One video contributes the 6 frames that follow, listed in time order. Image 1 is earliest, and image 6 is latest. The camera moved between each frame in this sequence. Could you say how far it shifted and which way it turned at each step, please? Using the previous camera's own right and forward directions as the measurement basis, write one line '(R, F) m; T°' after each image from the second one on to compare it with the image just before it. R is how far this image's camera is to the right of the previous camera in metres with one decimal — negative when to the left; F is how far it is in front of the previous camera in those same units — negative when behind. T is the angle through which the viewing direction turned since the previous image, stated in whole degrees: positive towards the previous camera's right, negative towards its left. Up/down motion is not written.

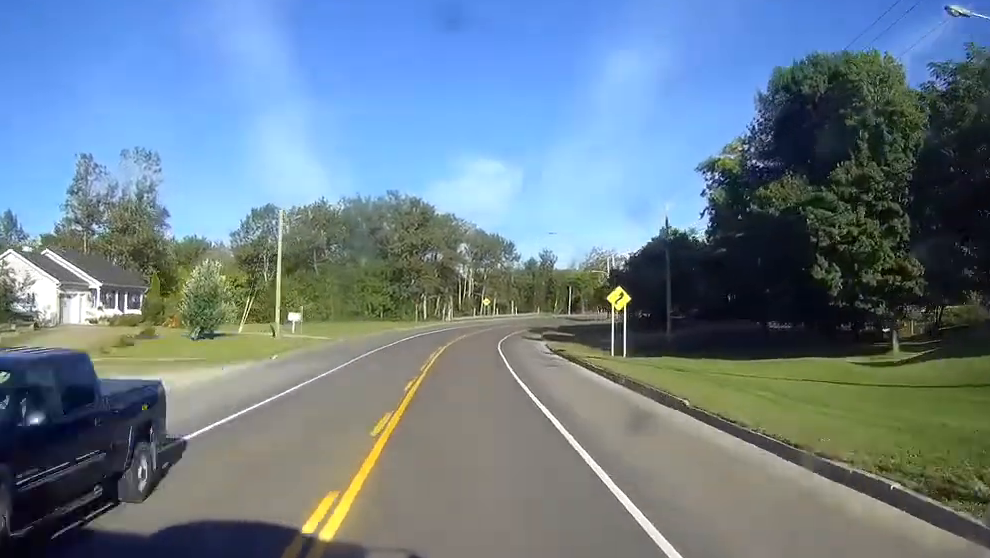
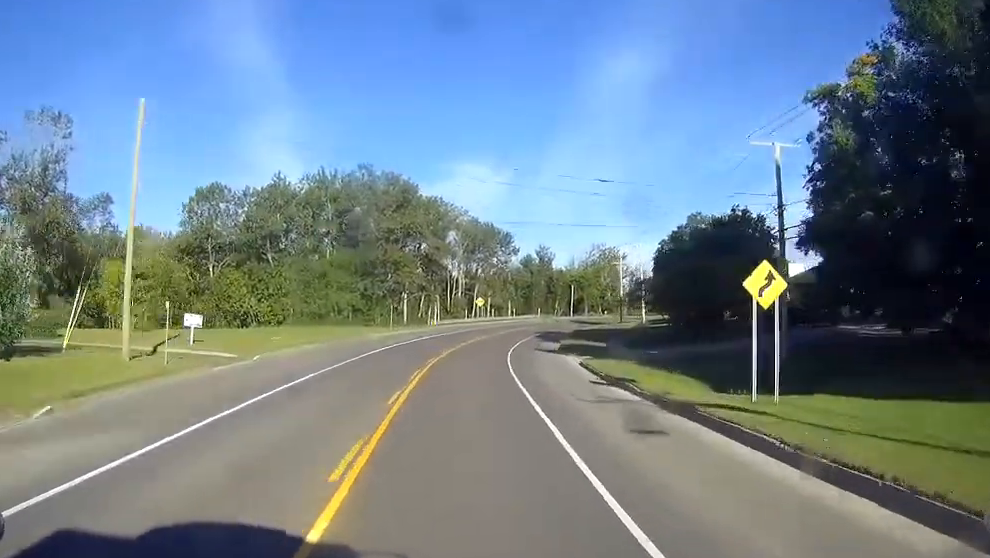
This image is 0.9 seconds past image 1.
(+0.2, +22.3) m; +1°
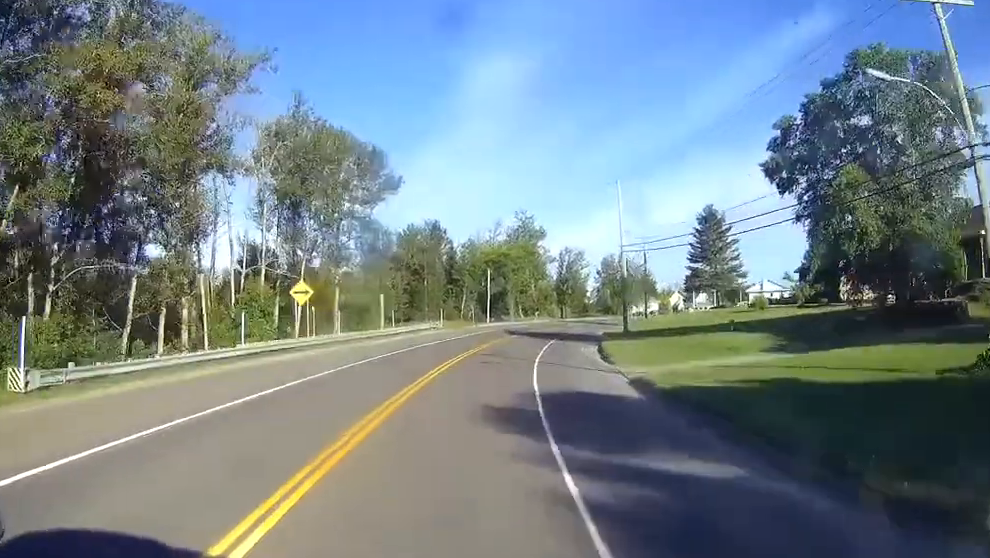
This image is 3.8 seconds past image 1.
(+3.5, +73.9) m; +7°
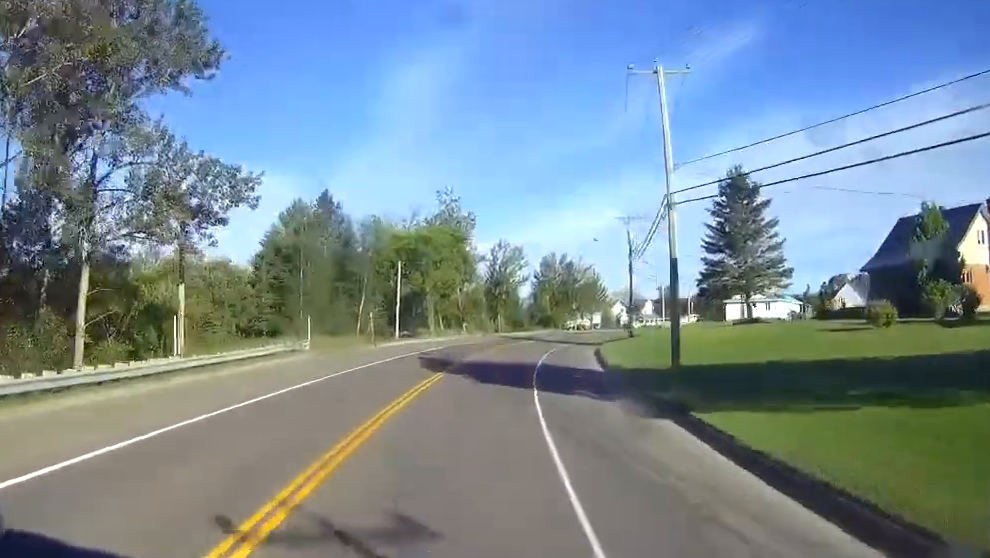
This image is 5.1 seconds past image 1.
(+1.0, +32.7) m; +3°
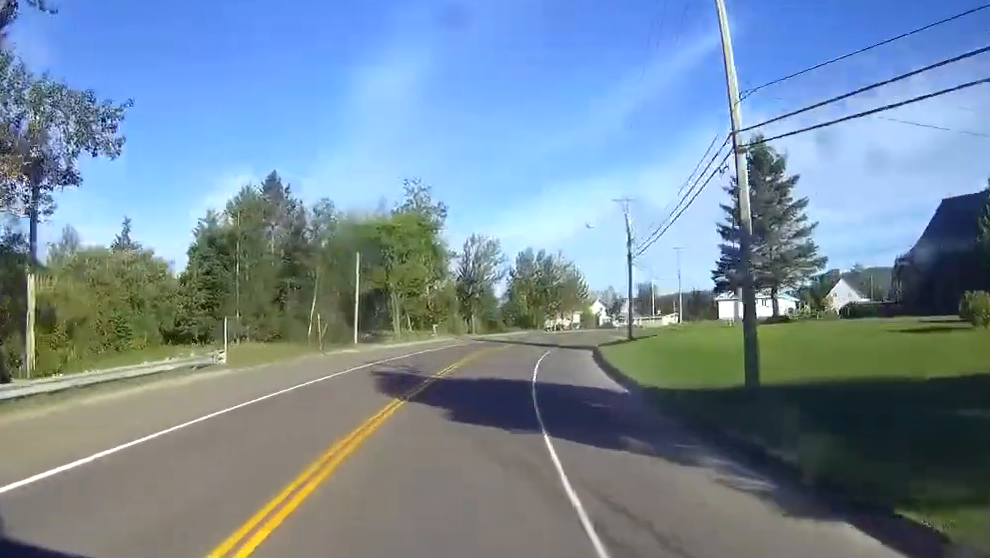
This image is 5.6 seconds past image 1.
(+0.1, +10.4) m; +1°
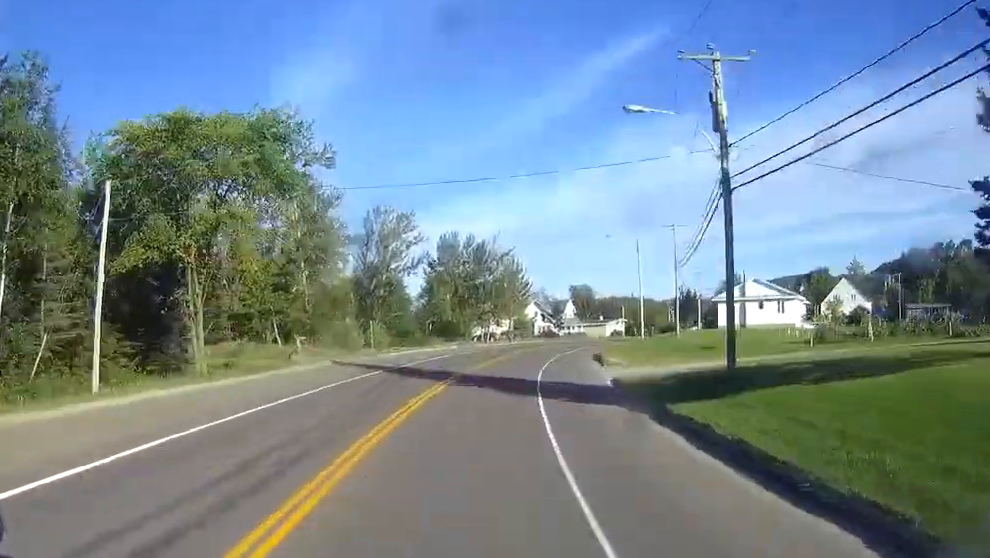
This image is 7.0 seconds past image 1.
(+1.4, +34.6) m; +6°
